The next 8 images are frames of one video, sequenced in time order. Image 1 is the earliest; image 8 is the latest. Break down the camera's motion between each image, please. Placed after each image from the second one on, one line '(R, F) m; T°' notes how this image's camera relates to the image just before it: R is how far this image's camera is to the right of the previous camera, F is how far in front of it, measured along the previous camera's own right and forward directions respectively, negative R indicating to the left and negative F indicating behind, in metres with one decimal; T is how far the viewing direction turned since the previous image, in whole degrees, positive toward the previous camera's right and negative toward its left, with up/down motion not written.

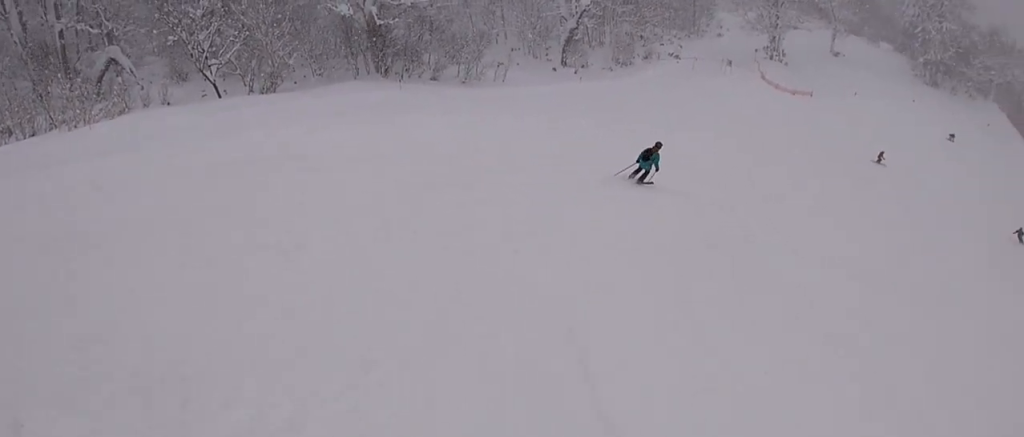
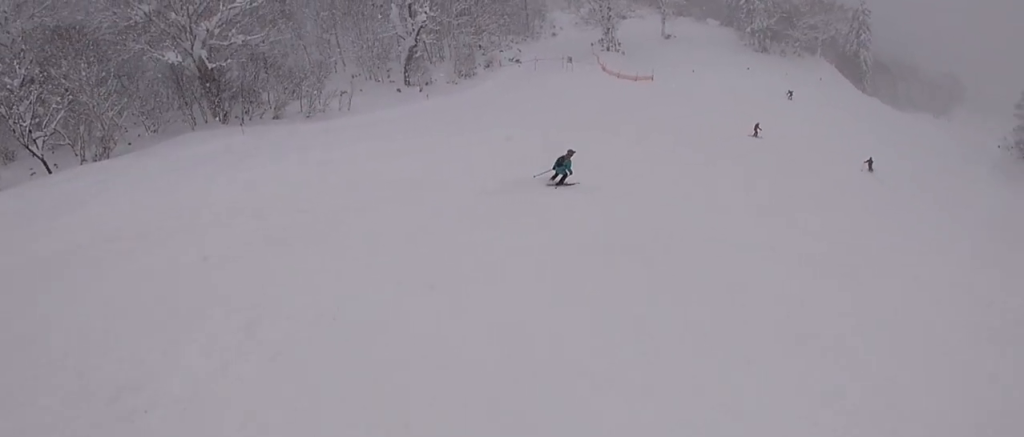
(+0.2, +1.4) m; +12°
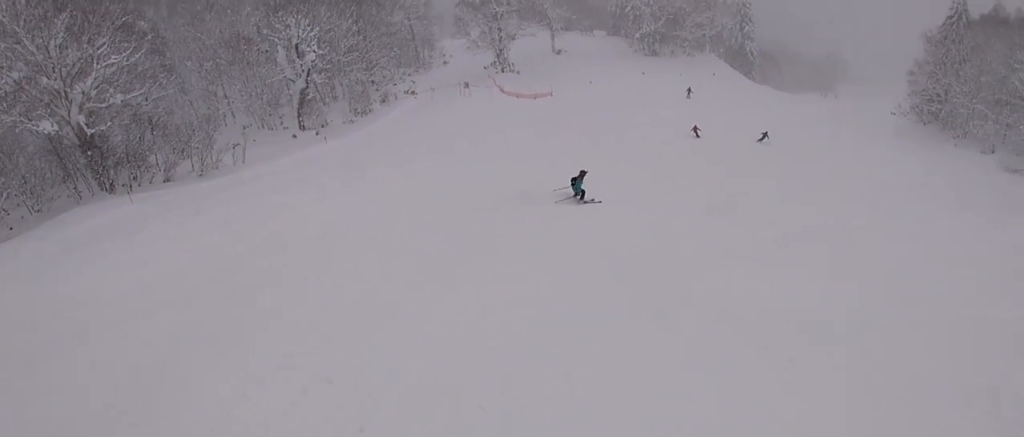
(+0.3, +2.1) m; +19°
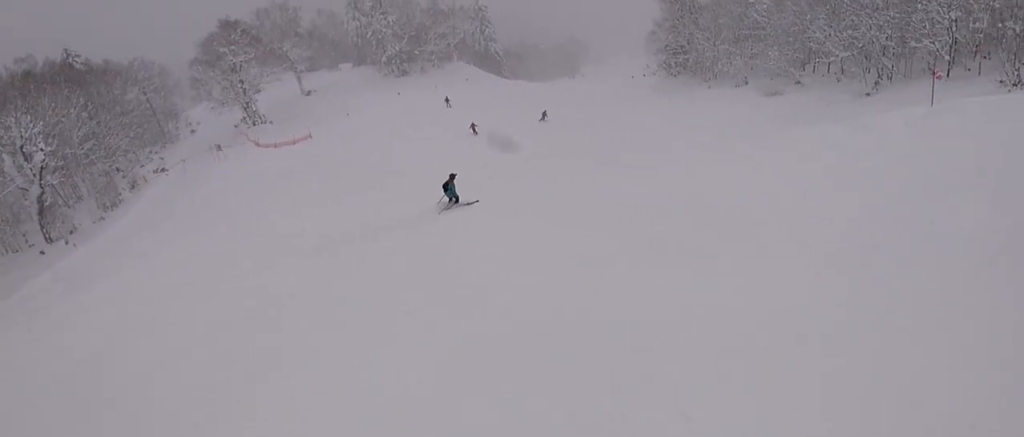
(+0.1, +1.9) m; +22°
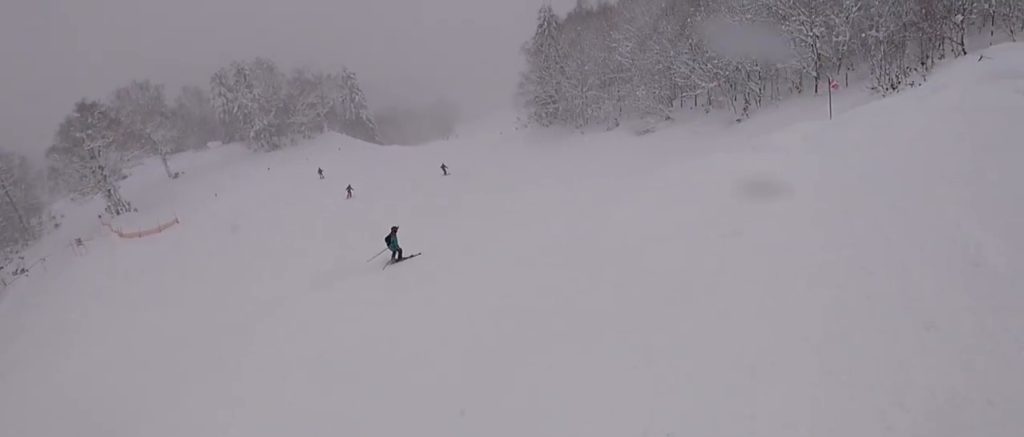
(+0.4, +1.7) m; +29°
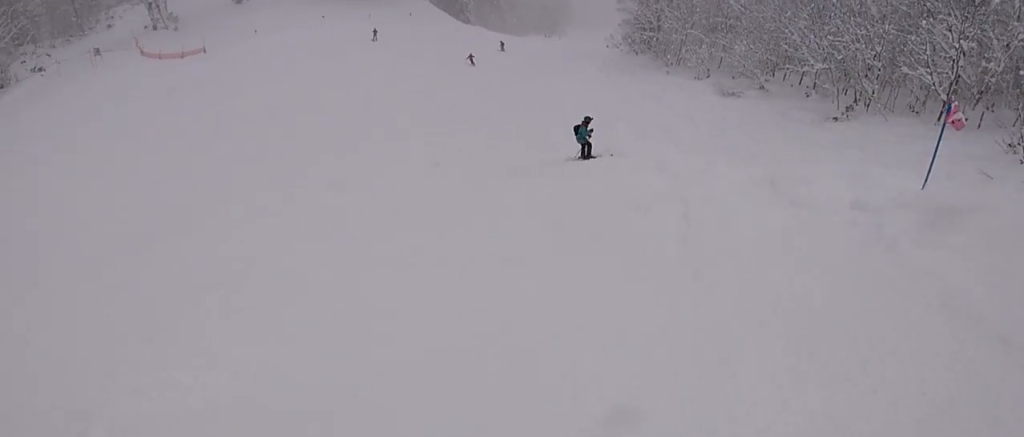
(+2.7, +8.3) m; -18°
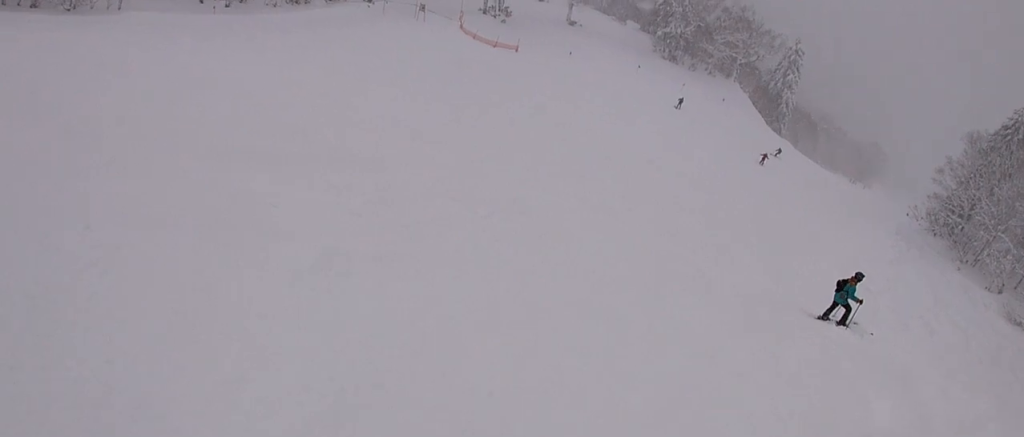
(-1.0, +3.2) m; -35°
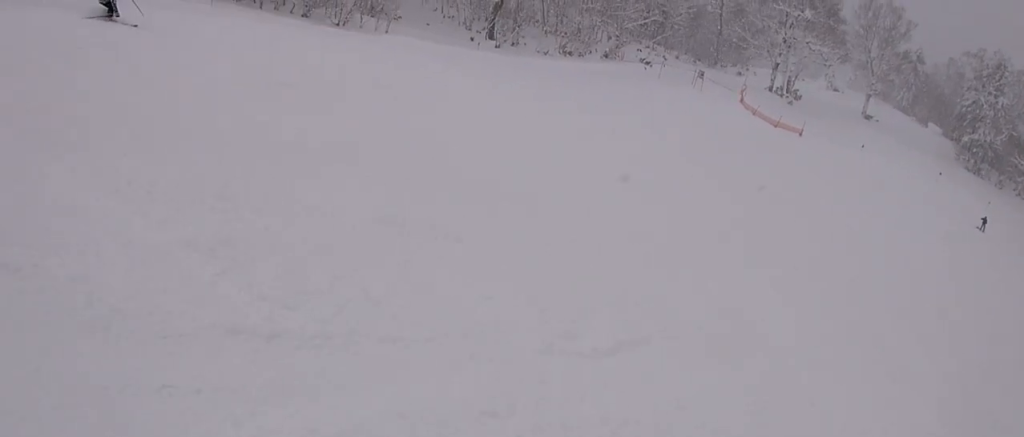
(-1.4, +4.5) m; -16°
